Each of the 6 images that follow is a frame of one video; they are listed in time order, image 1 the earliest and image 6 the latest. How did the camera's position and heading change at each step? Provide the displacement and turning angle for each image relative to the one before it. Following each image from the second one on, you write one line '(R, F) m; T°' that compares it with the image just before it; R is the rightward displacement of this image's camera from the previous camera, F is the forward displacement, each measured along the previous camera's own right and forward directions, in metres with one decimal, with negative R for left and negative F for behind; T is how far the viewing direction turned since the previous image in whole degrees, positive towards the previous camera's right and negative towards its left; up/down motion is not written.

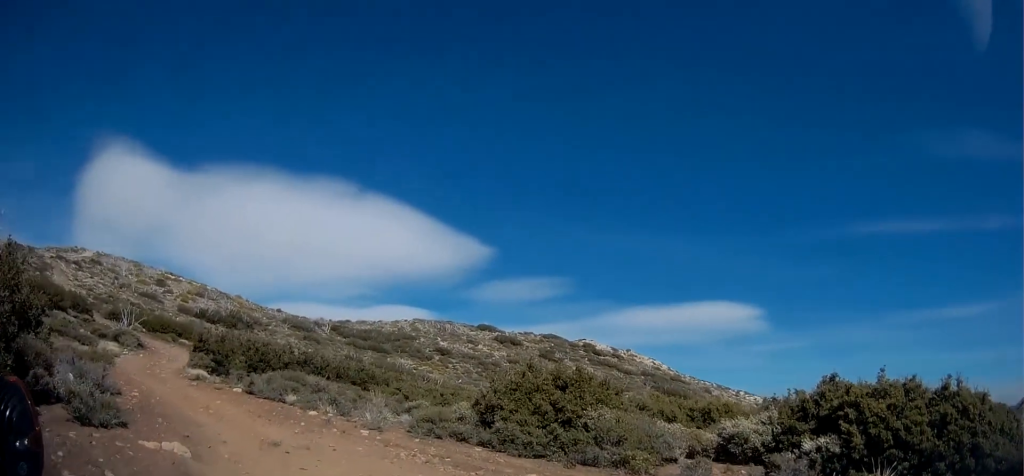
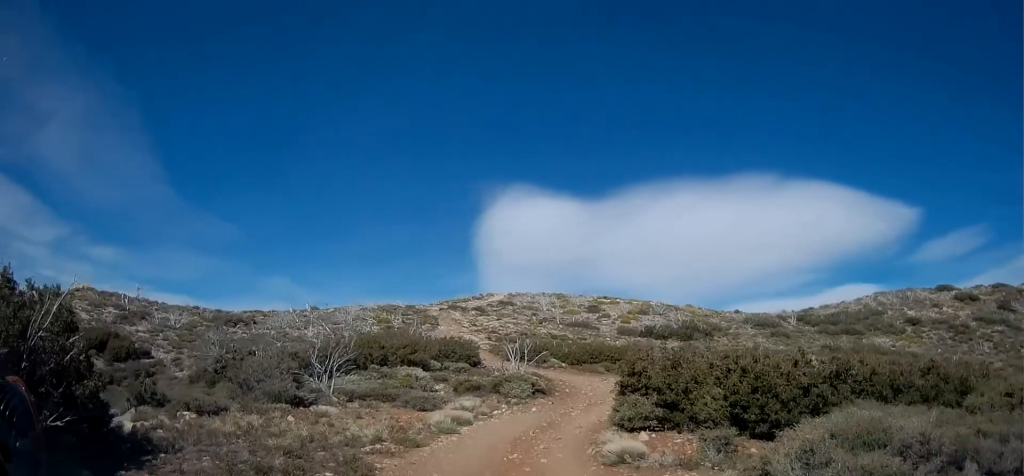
(-3.6, +9.7) m; -44°
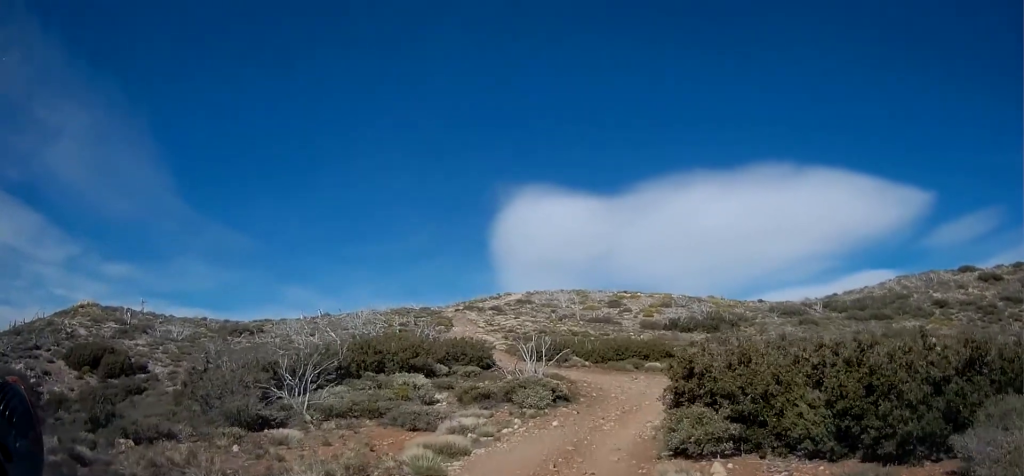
(-0.4, +3.7) m; +1°
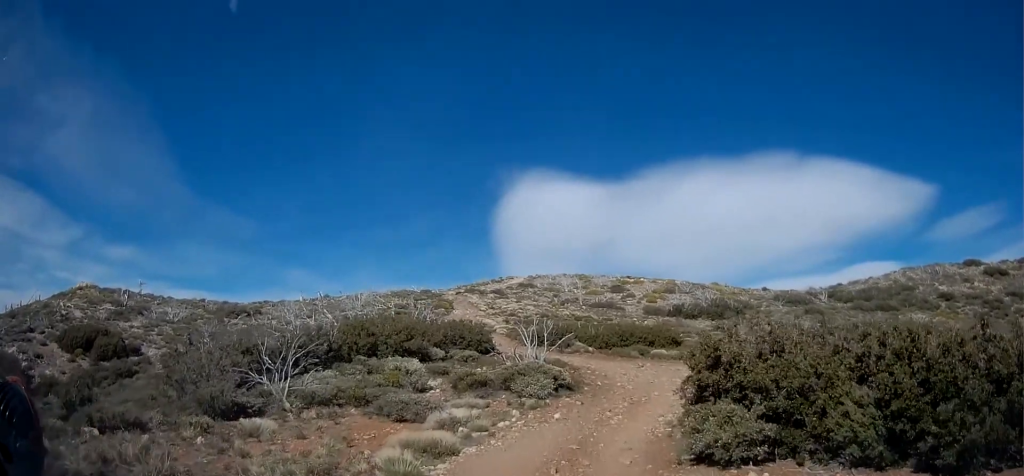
(+0.2, +1.4) m; +2°
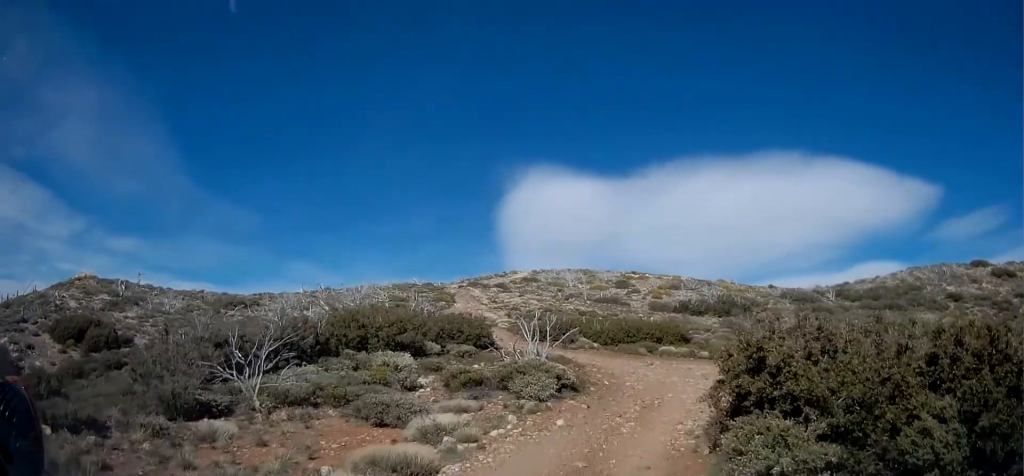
(+0.1, +1.6) m; +2°
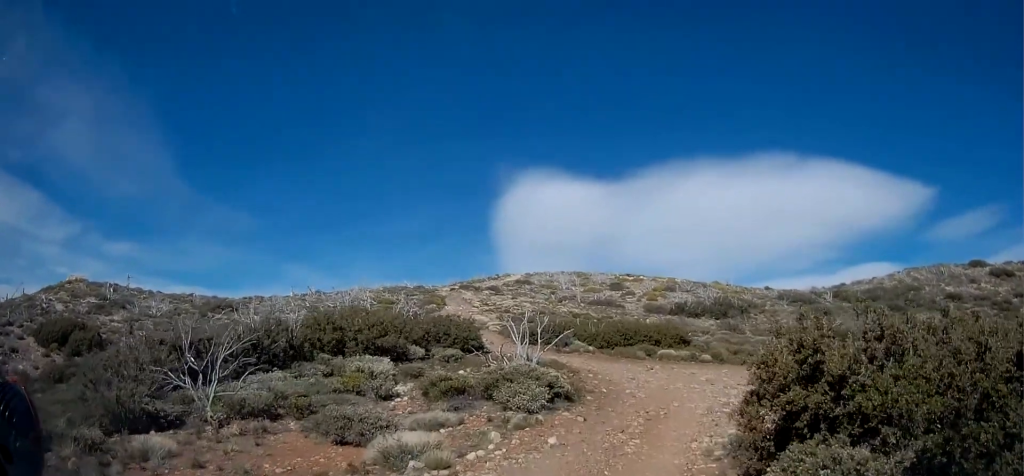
(-0.1, +1.8) m; -2°
